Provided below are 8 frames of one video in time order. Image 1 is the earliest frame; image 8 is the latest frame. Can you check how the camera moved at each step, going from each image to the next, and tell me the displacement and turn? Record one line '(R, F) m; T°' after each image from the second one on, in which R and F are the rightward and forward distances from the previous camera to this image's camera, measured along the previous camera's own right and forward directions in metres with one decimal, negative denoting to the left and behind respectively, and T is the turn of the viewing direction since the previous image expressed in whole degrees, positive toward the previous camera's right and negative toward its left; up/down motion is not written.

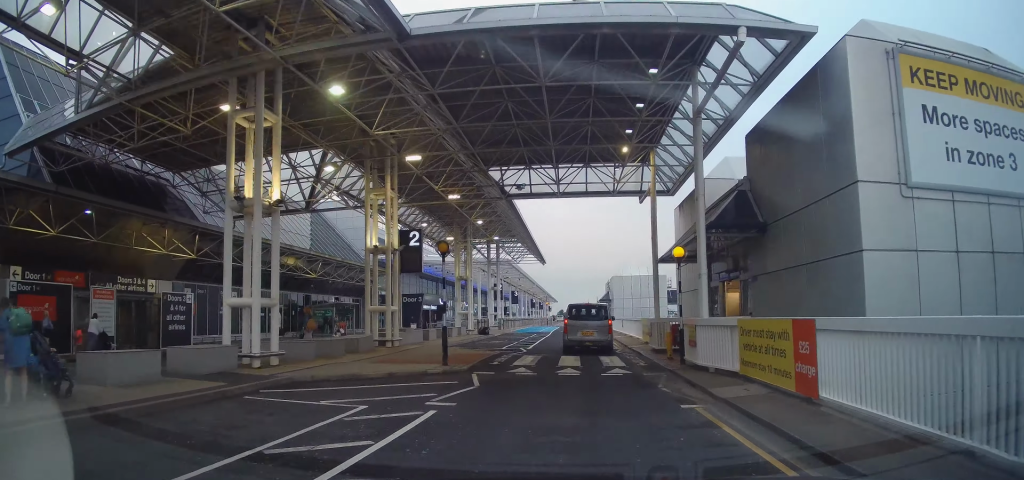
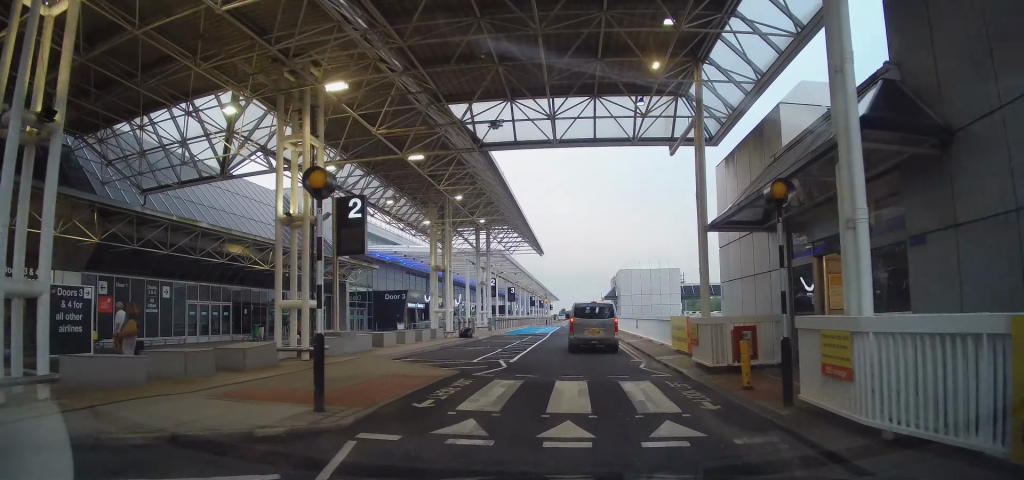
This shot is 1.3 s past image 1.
(0.0, +6.5) m; +7°
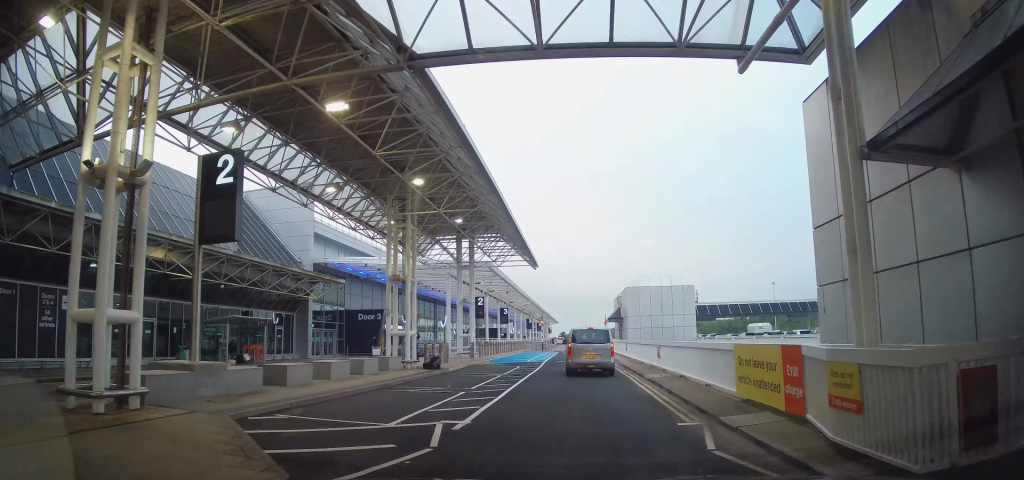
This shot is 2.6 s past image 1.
(+0.5, +7.0) m; +1°
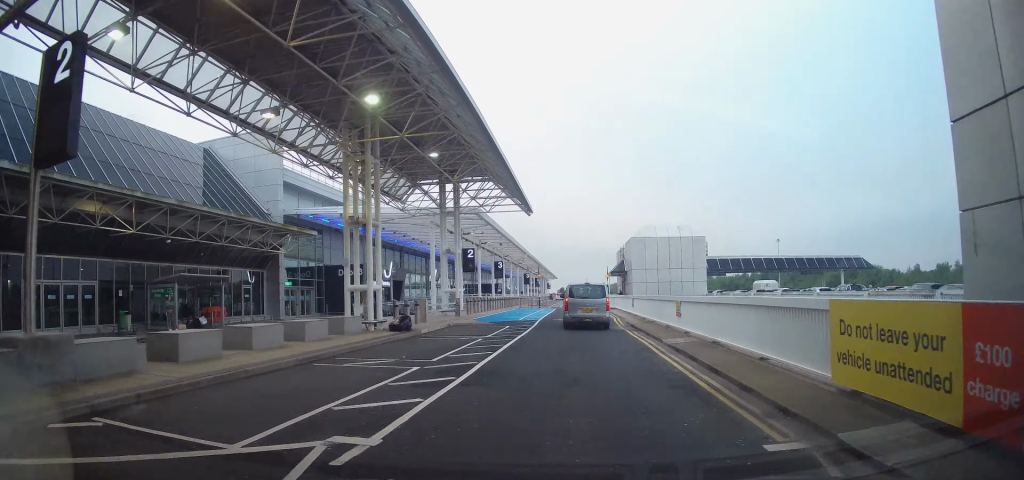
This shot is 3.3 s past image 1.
(-0.5, +4.3) m; +3°
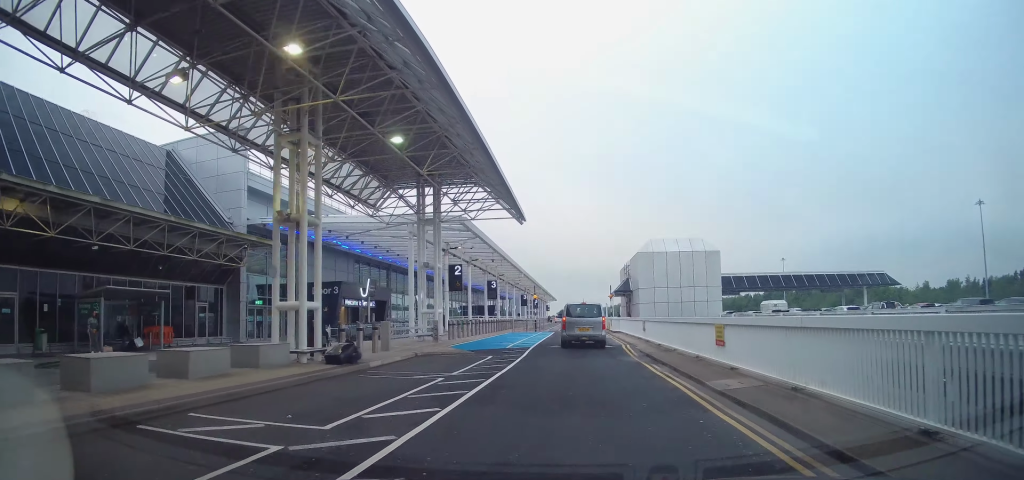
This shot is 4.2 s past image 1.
(+0.7, +4.9) m; +3°
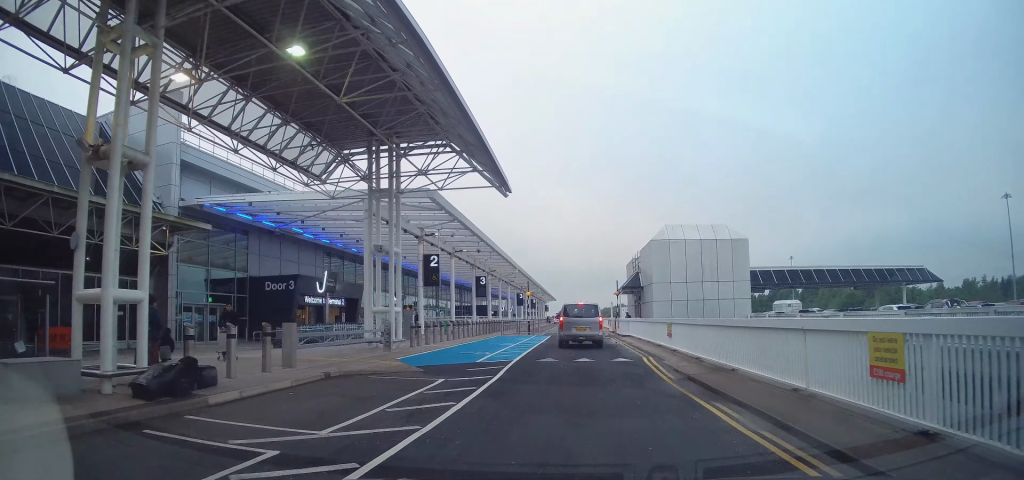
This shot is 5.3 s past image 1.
(-0.4, +6.9) m; -5°
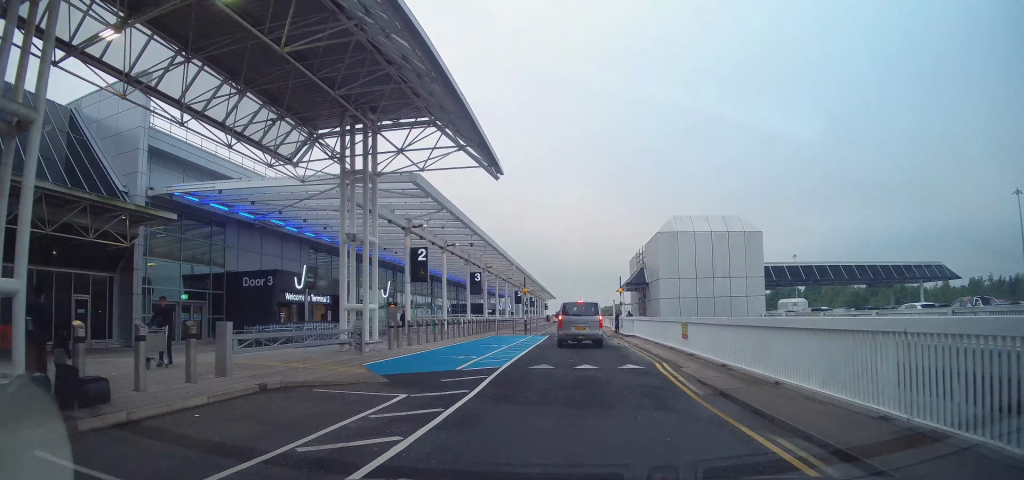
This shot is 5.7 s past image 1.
(0.0, +2.6) m; -2°
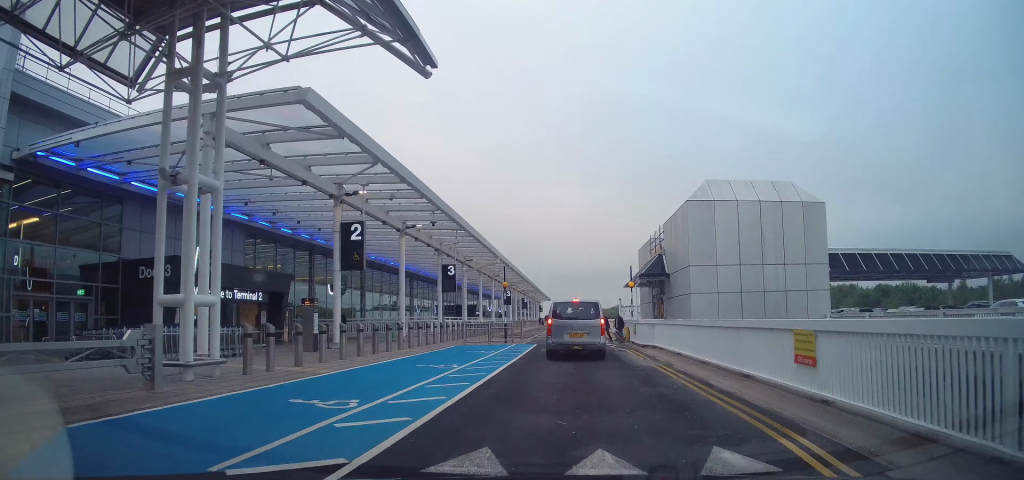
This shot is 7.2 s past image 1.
(-0.4, +8.5) m; 0°
